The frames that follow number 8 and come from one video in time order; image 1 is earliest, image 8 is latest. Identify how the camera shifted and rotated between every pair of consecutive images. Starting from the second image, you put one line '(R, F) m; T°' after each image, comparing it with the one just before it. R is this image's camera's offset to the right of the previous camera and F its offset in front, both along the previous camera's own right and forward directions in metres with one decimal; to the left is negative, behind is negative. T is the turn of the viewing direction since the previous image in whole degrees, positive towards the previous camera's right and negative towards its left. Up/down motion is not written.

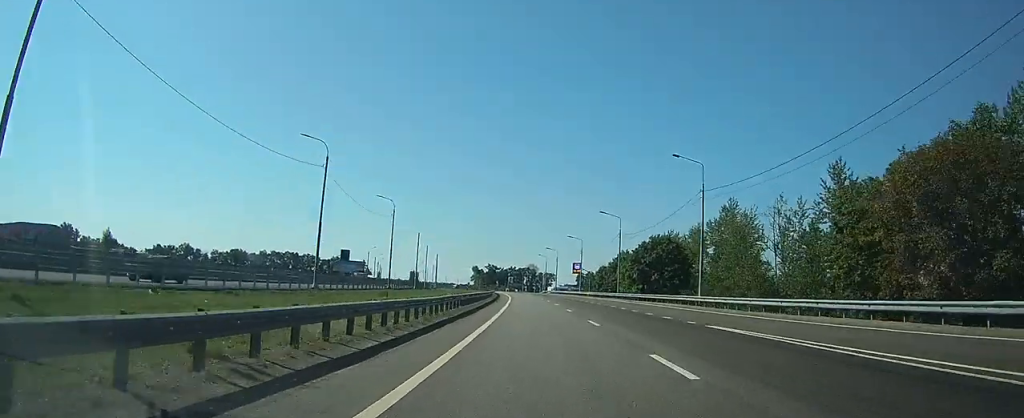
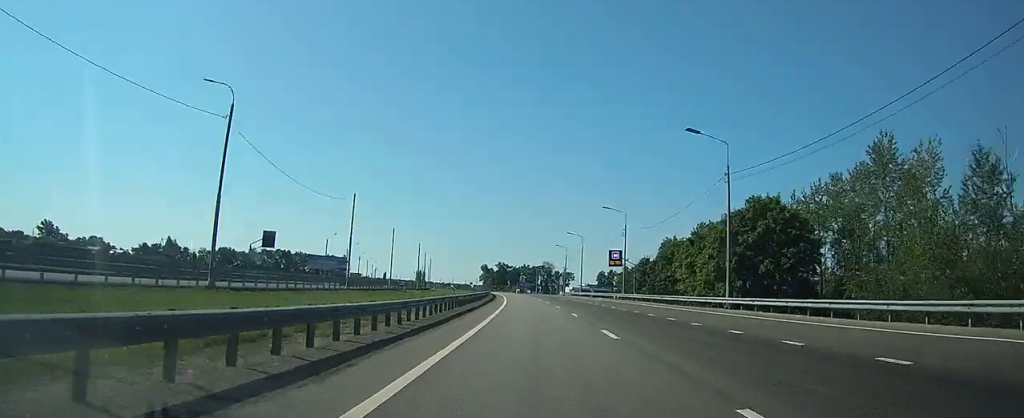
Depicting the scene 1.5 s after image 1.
(-0.7, +41.2) m; -2°
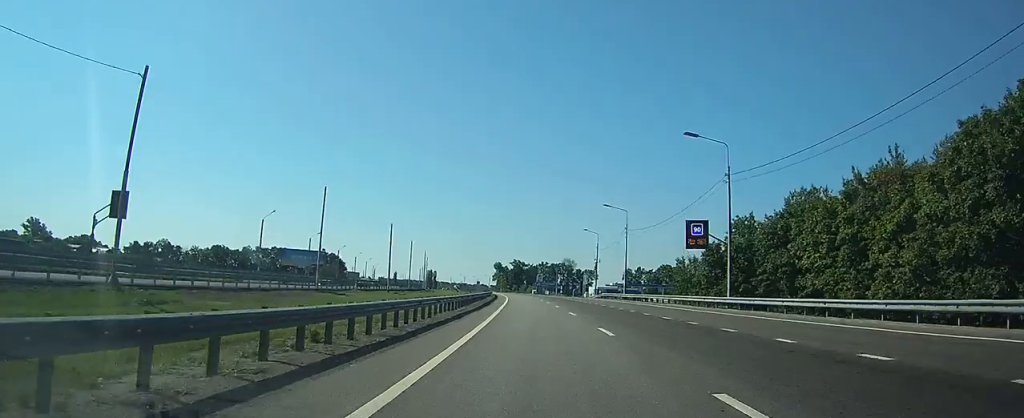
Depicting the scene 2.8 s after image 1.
(-0.2, +35.1) m; -1°
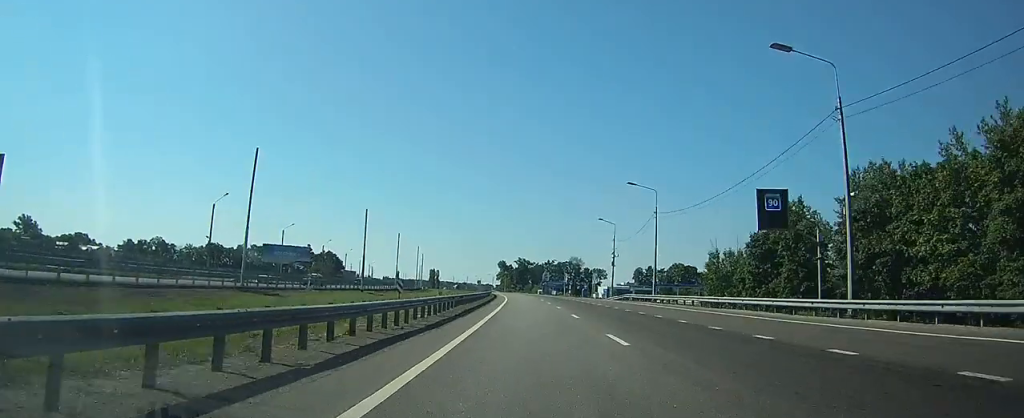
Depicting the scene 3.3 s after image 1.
(-0.1, +14.8) m; -1°
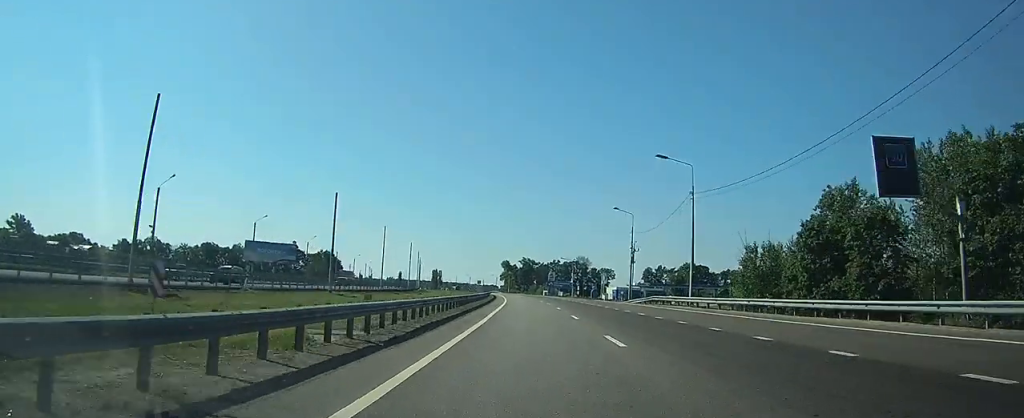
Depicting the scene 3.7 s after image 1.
(-0.1, +12.1) m; -1°
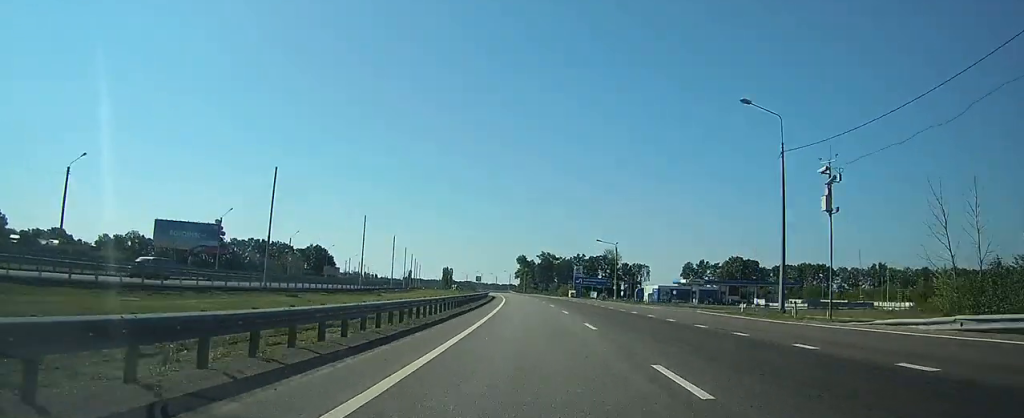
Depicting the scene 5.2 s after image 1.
(-0.7, +42.0) m; -2°
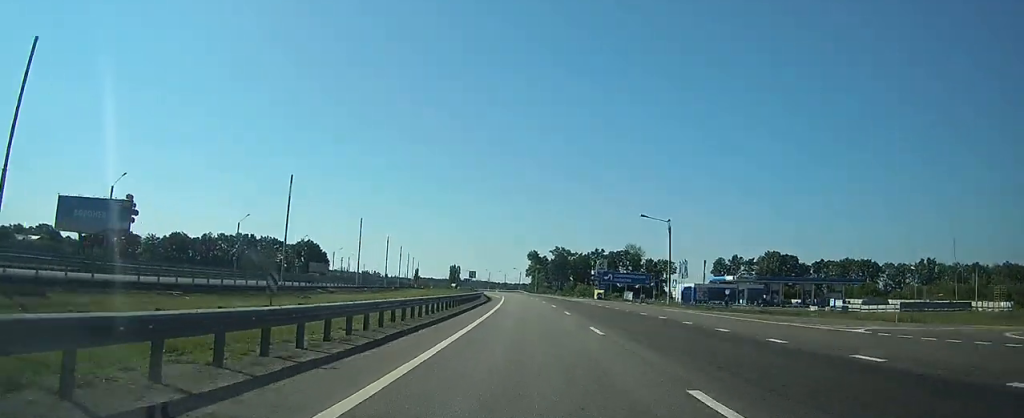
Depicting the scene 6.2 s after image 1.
(-0.4, +26.3) m; -1°
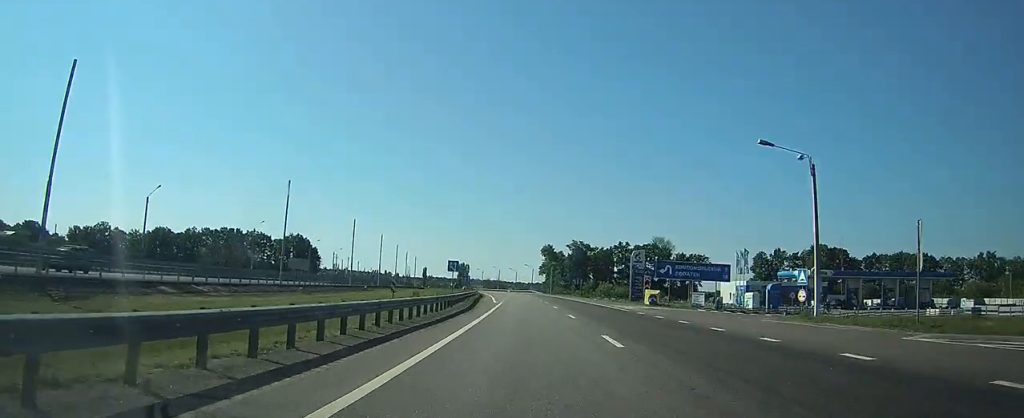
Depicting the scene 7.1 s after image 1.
(-0.2, +27.4) m; -1°
